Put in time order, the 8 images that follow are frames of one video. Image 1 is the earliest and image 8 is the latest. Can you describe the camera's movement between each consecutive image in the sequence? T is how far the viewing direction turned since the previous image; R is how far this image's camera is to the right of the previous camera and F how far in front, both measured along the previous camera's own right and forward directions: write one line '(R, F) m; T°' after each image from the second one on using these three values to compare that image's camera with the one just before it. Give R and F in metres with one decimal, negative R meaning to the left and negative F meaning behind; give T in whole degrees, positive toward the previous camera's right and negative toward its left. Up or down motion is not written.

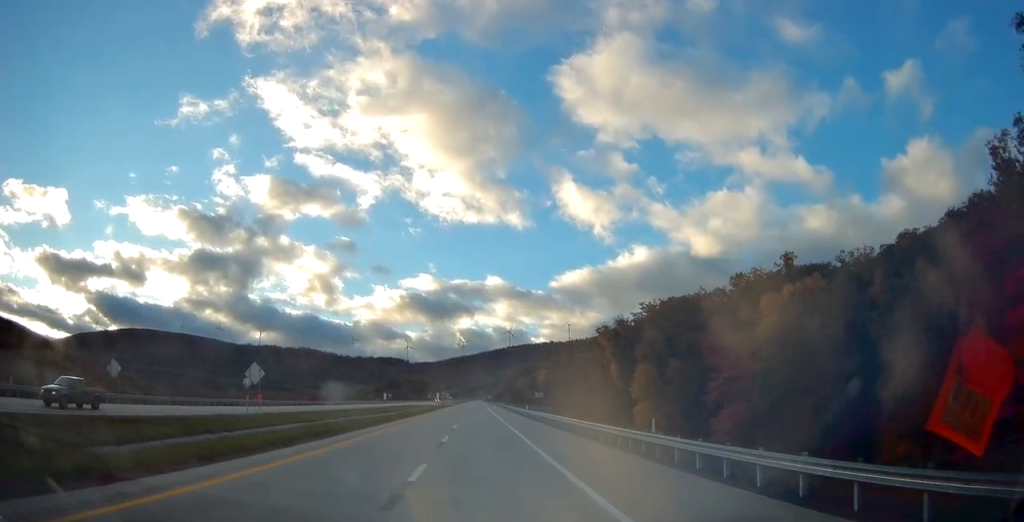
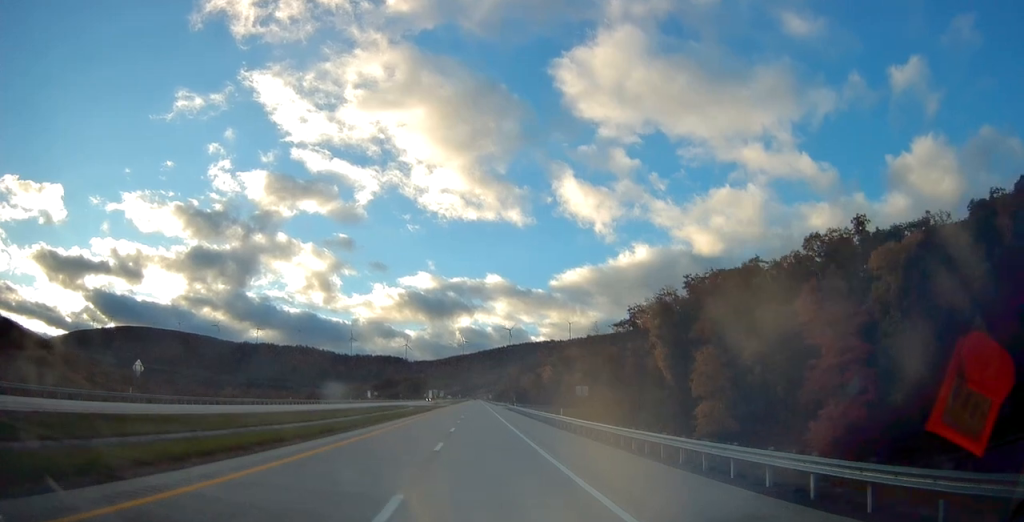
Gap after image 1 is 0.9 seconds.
(-0.1, +28.6) m; 0°
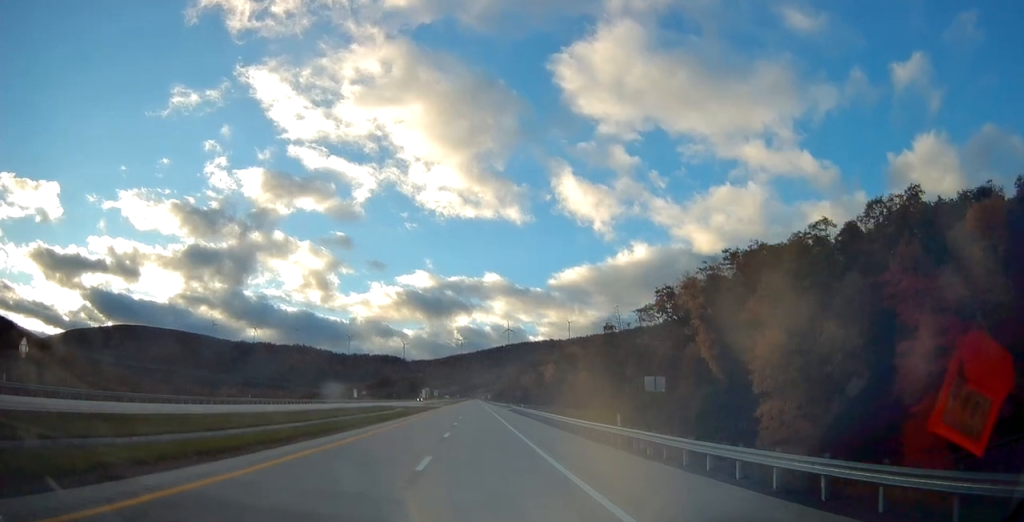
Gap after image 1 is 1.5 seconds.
(-0.1, +17.4) m; 0°
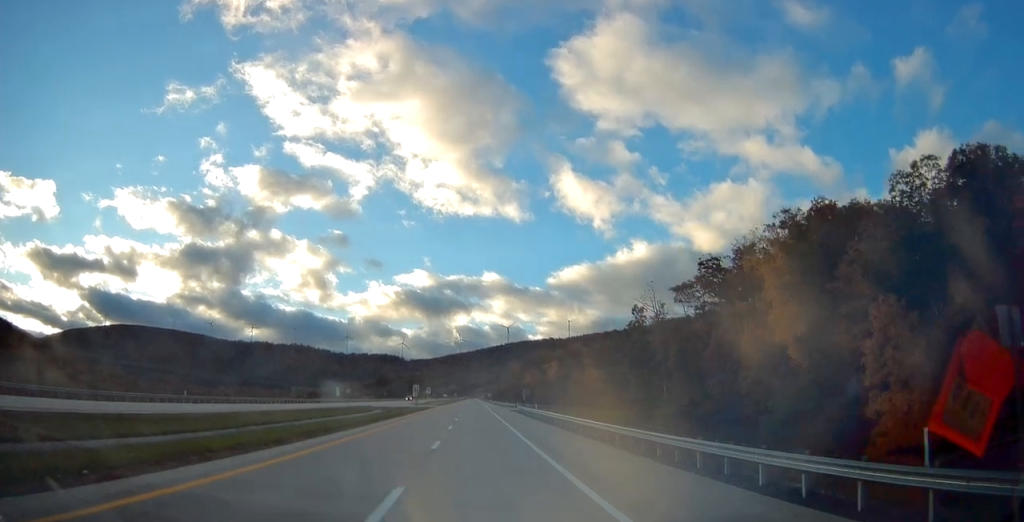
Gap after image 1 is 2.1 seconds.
(+0.1, +18.4) m; 0°
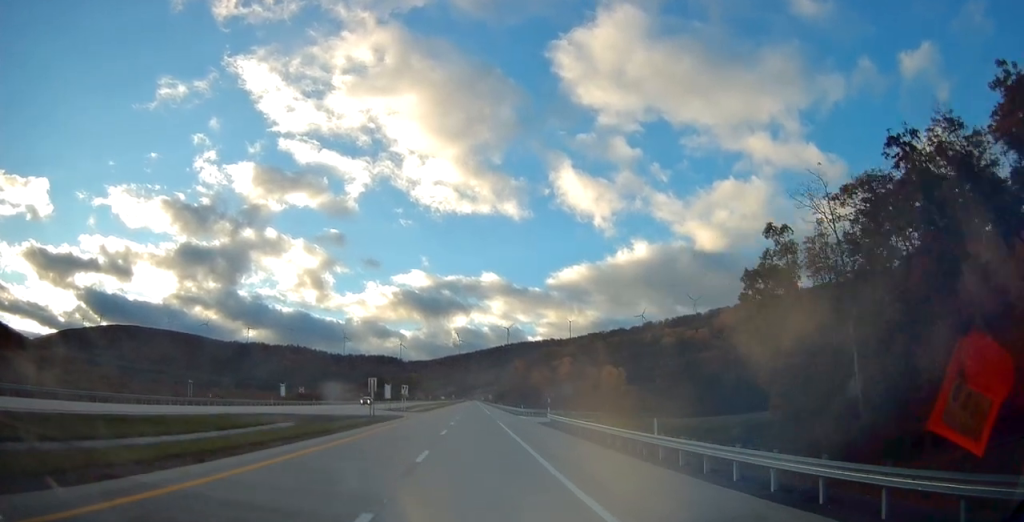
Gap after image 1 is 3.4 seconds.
(0.0, +38.9) m; 0°
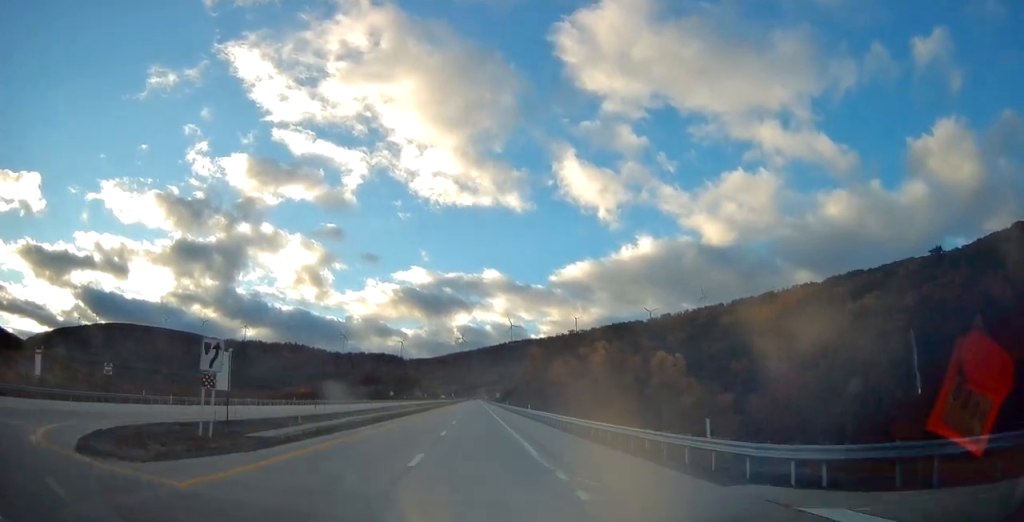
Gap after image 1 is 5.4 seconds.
(-0.2, +61.3) m; 0°
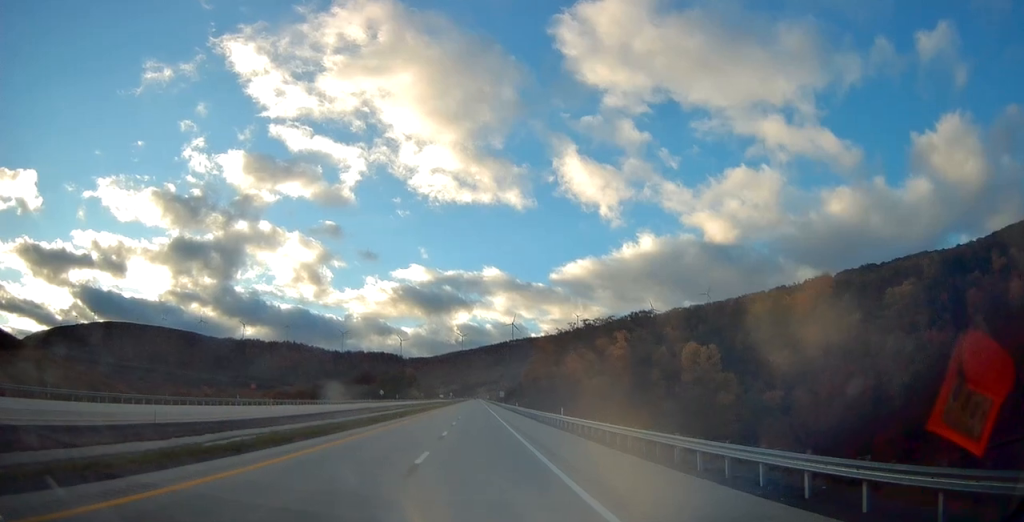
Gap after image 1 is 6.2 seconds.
(+0.1, +24.5) m; 0°
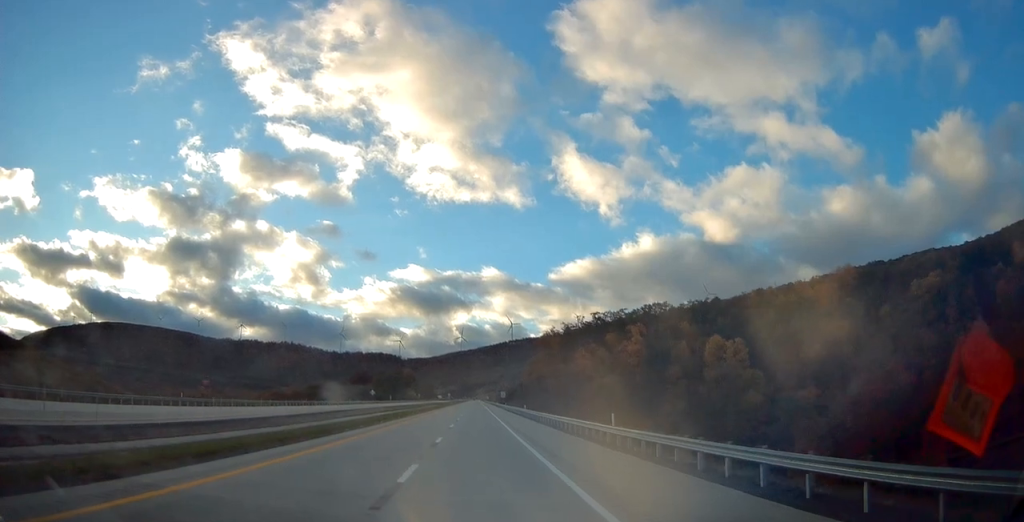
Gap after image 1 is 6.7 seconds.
(0.0, +15.3) m; 0°
